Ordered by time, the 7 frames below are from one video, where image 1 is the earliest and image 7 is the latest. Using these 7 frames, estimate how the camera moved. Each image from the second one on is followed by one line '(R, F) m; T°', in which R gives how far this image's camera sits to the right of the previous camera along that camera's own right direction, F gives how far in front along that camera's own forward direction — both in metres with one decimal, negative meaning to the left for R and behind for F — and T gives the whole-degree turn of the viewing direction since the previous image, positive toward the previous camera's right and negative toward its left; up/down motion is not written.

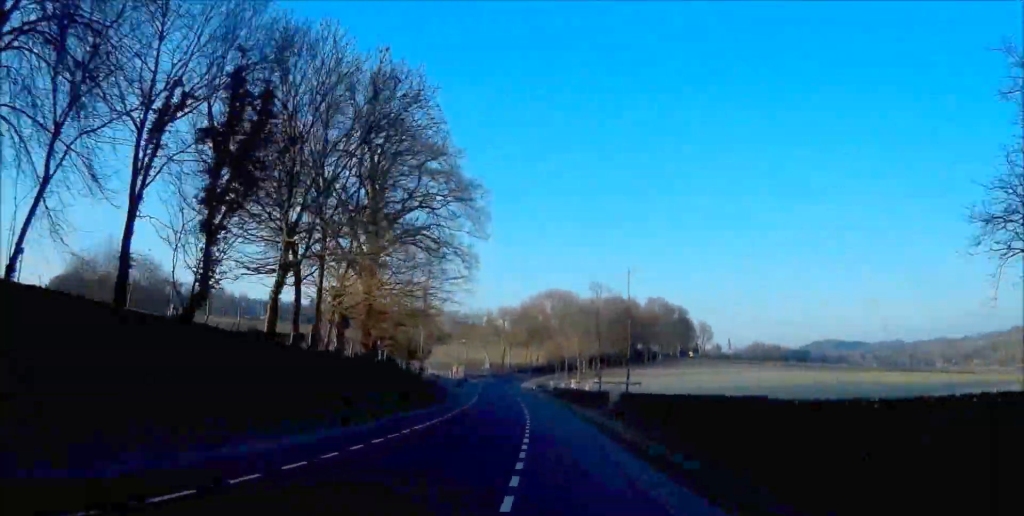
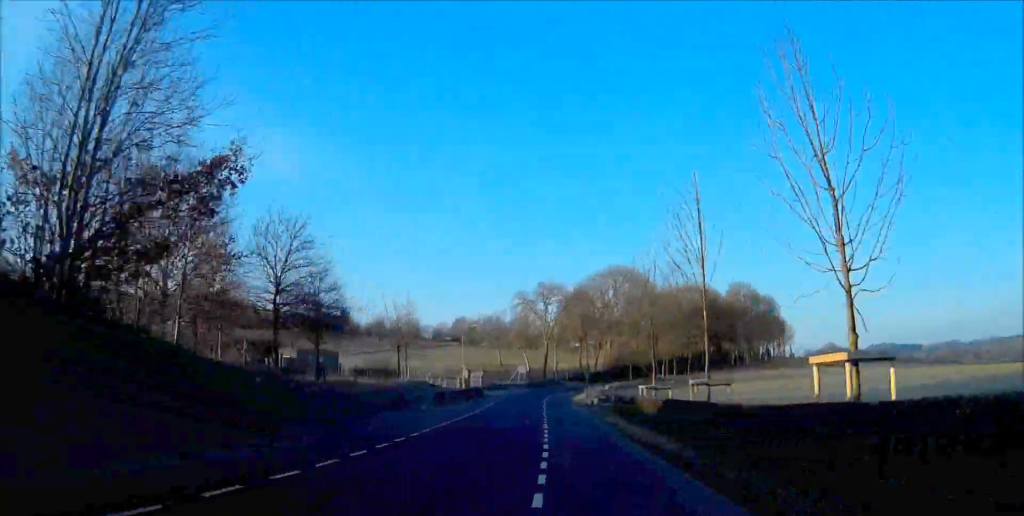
(-1.2, +46.1) m; -2°
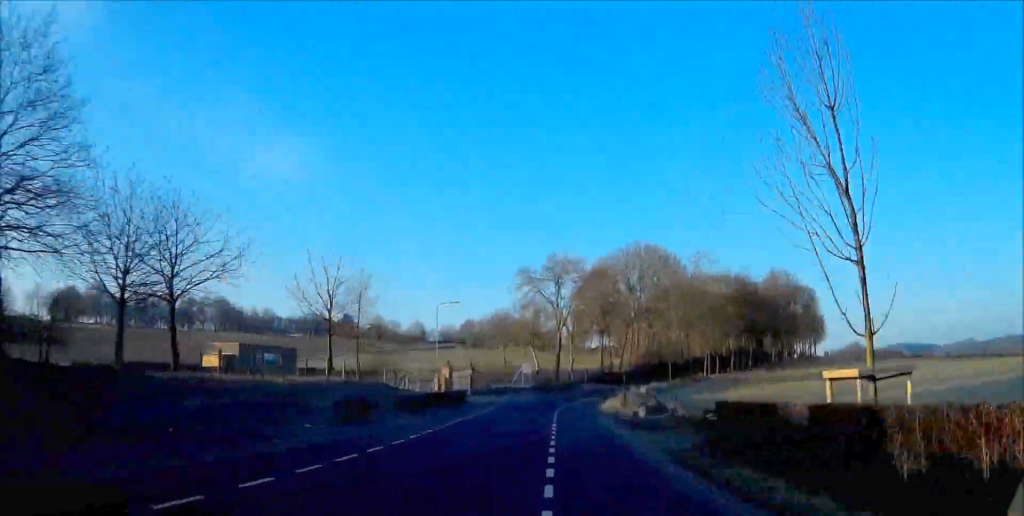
(0.0, +21.5) m; +3°
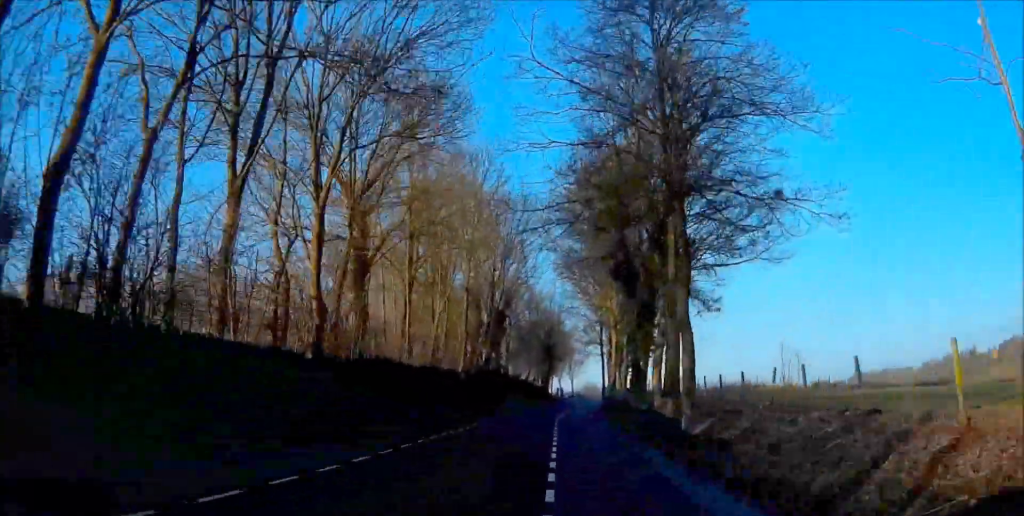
(+18.7, +92.0) m; +21°
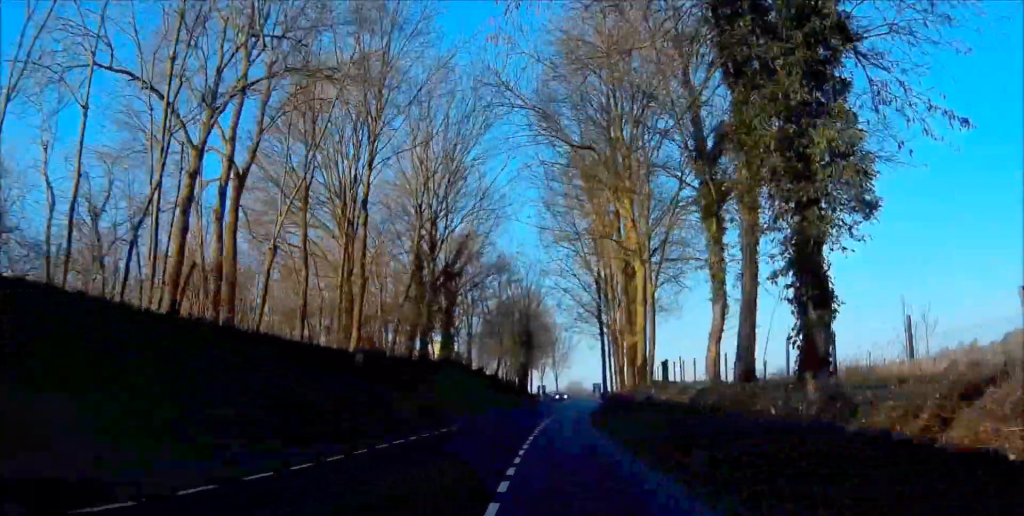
(+0.1, +24.7) m; +3°
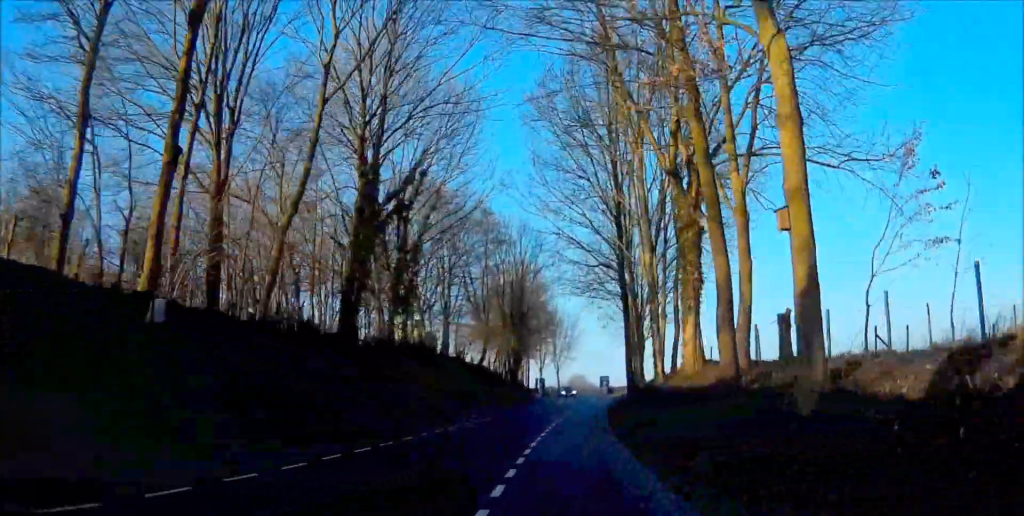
(+0.4, +15.8) m; +2°
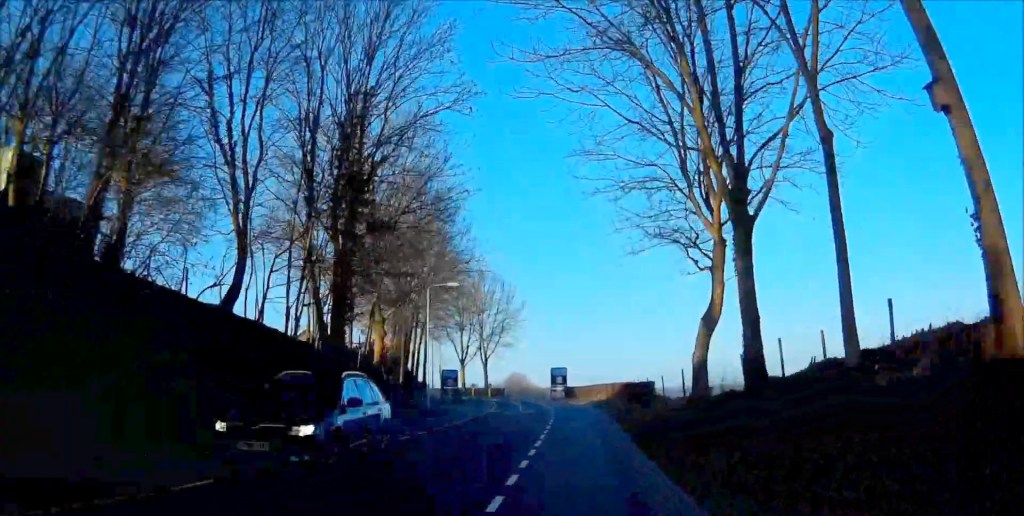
(+1.5, +40.2) m; +1°
